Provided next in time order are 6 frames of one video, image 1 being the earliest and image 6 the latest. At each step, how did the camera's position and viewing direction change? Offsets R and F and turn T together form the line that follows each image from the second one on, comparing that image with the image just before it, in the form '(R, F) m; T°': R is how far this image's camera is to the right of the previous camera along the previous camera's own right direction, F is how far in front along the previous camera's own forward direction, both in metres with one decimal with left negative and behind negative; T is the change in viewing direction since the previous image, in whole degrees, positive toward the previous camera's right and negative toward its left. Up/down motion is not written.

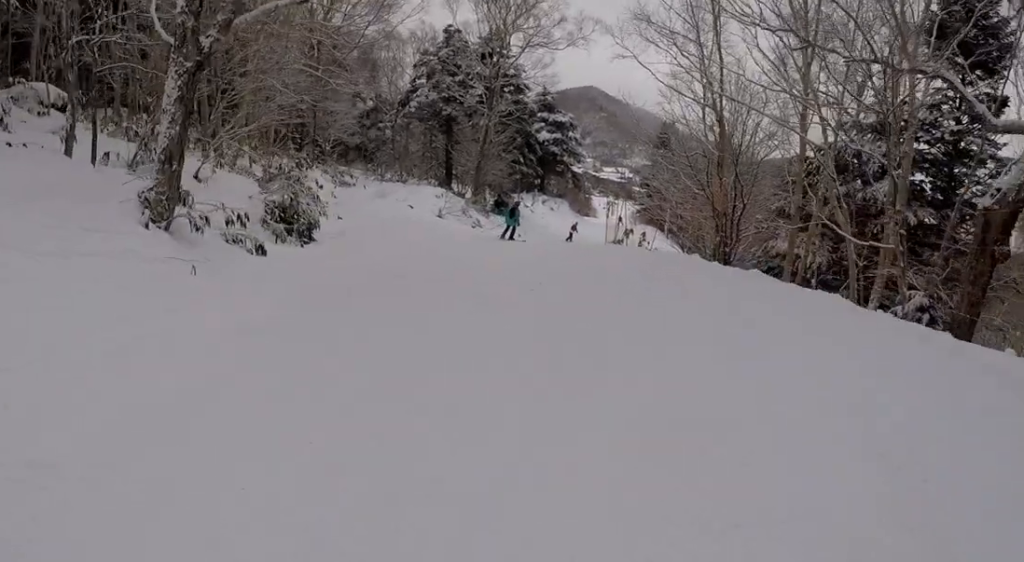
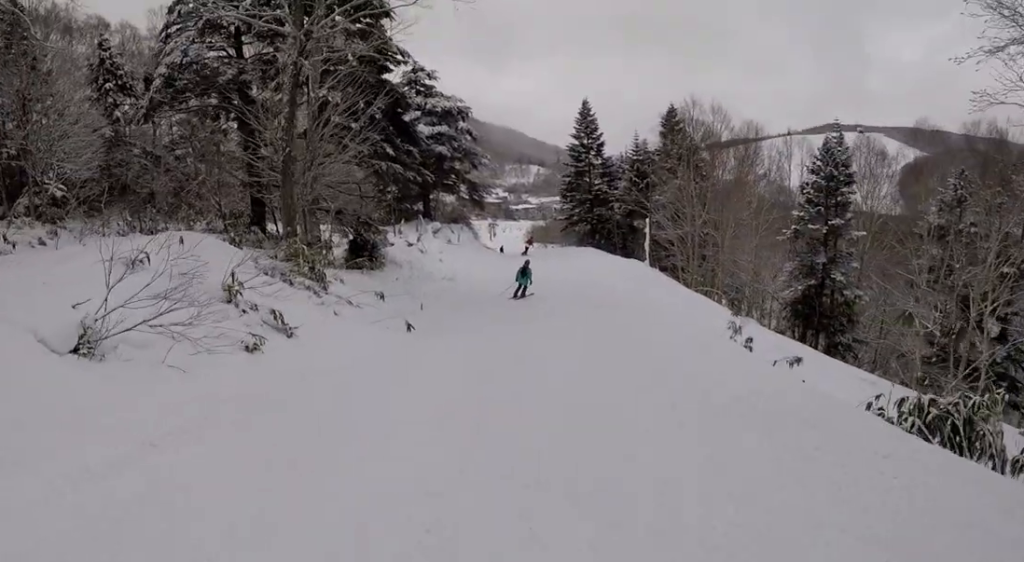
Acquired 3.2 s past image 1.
(-1.8, +27.8) m; +5°
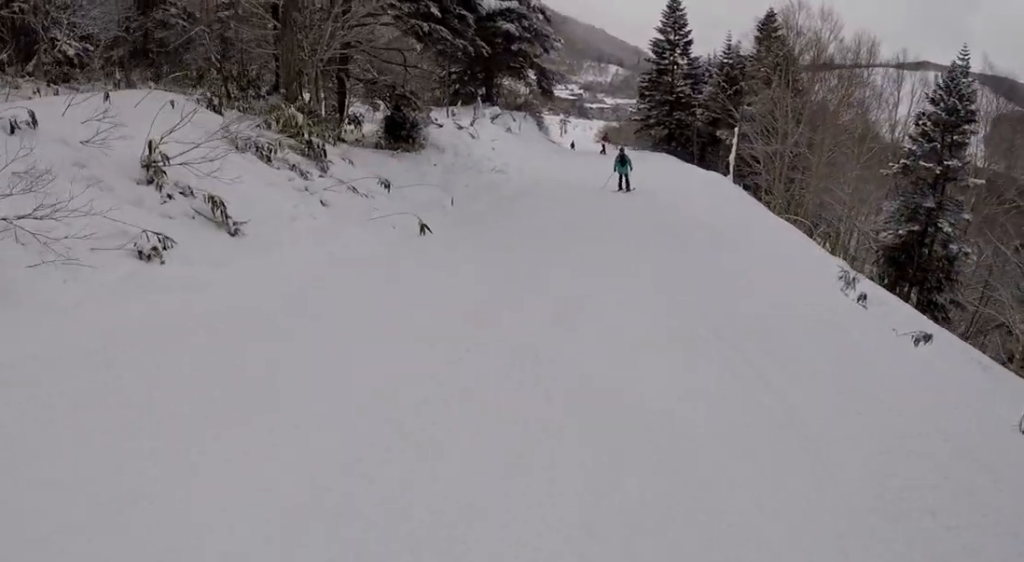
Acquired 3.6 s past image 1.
(+0.2, +4.1) m; 0°
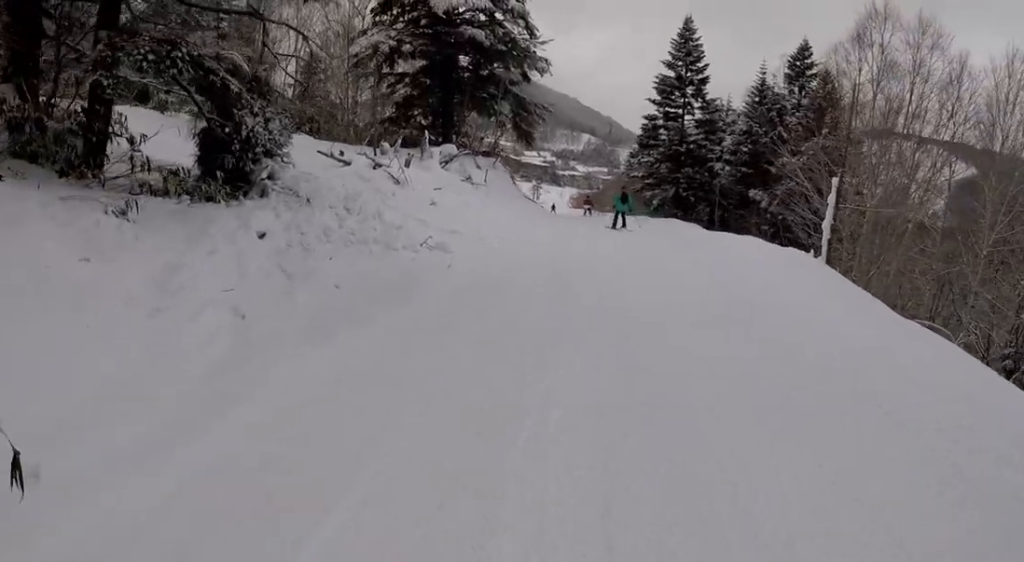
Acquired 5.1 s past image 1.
(+0.3, +13.2) m; +9°
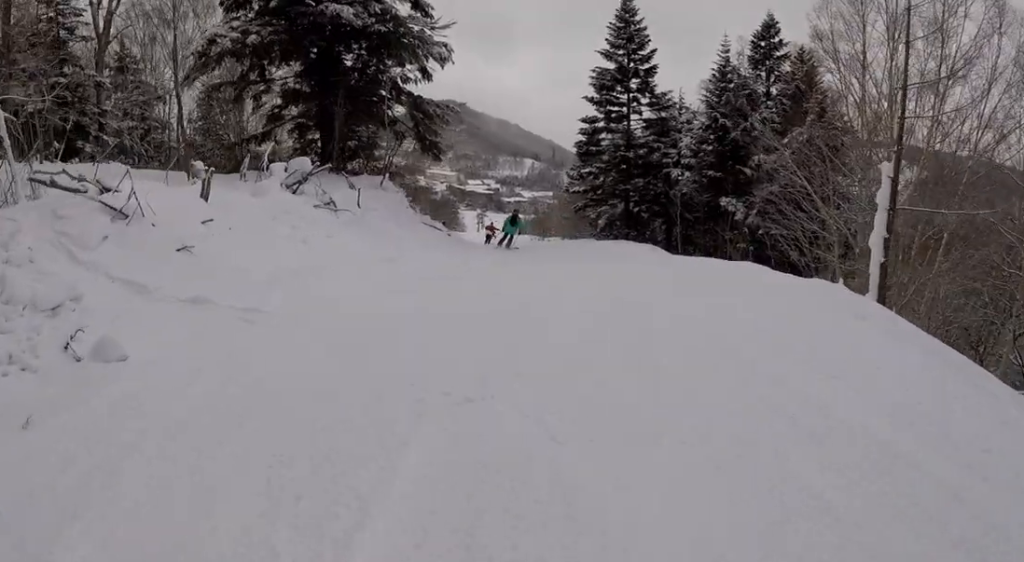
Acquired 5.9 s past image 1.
(+1.3, +7.5) m; +1°
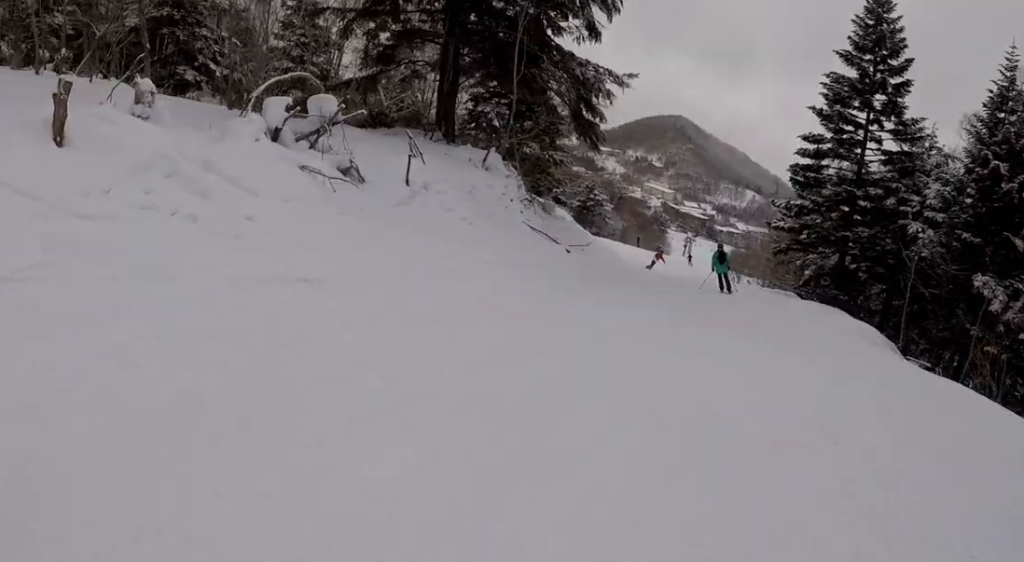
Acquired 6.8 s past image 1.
(-1.1, +7.6) m; -9°
